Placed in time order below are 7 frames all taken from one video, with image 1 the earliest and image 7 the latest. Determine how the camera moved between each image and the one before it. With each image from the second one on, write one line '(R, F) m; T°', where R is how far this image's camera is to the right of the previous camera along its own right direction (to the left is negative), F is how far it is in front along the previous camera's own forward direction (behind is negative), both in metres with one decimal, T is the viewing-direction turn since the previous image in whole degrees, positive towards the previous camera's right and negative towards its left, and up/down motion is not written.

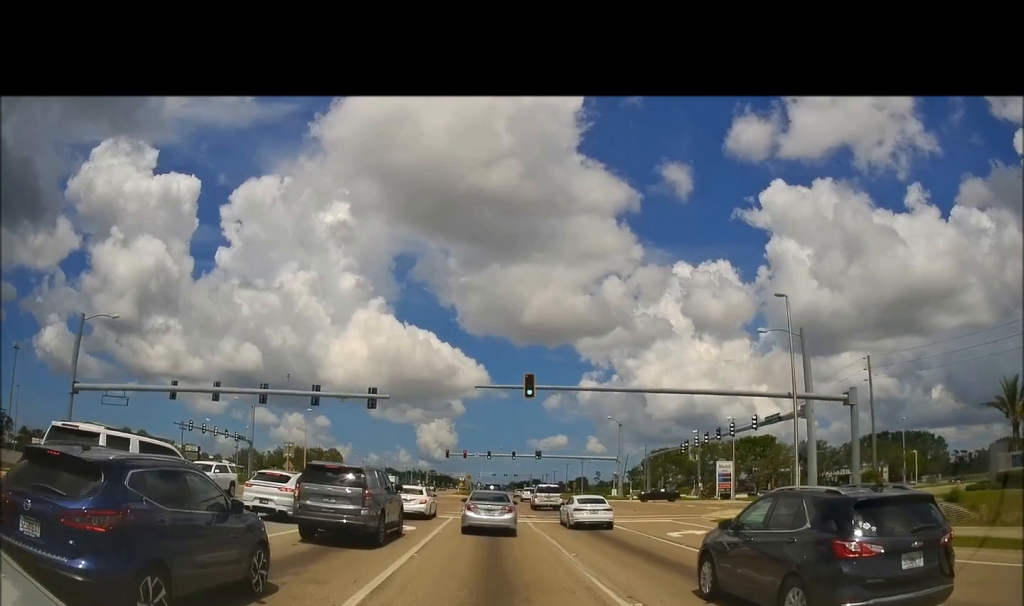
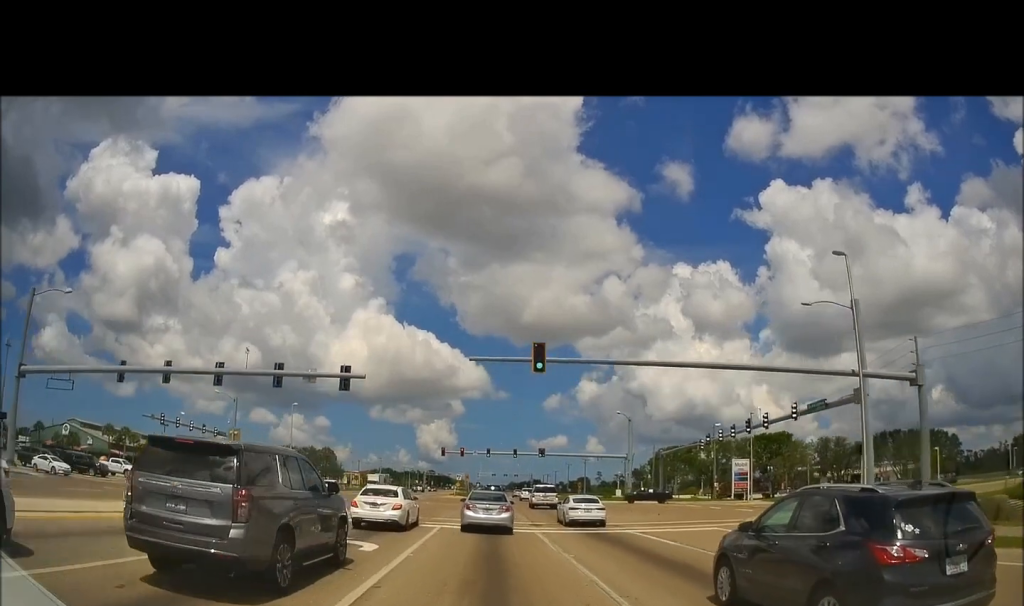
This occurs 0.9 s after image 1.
(0.0, +5.4) m; 0°
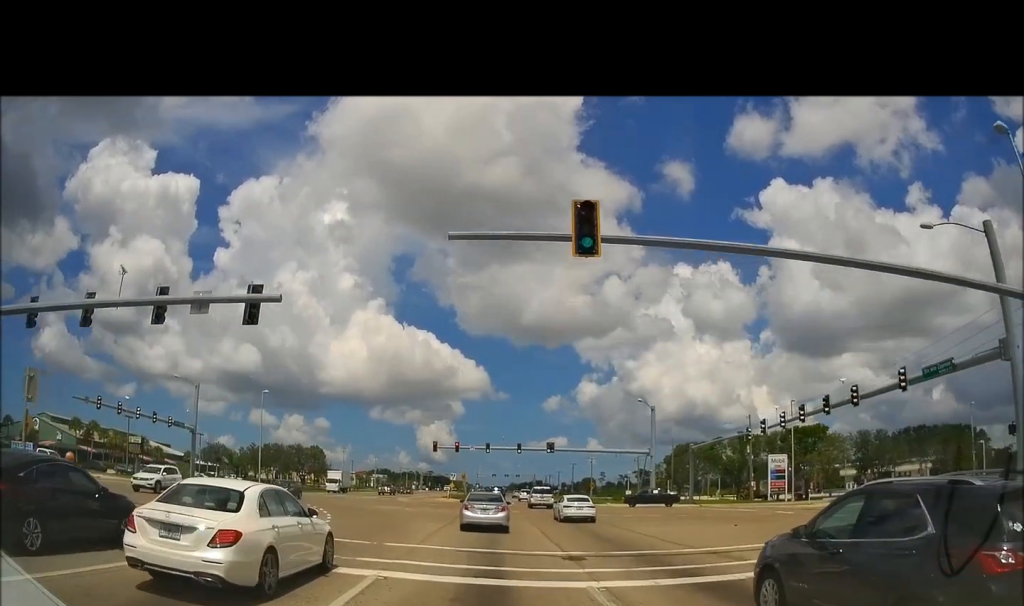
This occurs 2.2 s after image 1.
(0.0, +9.9) m; 0°
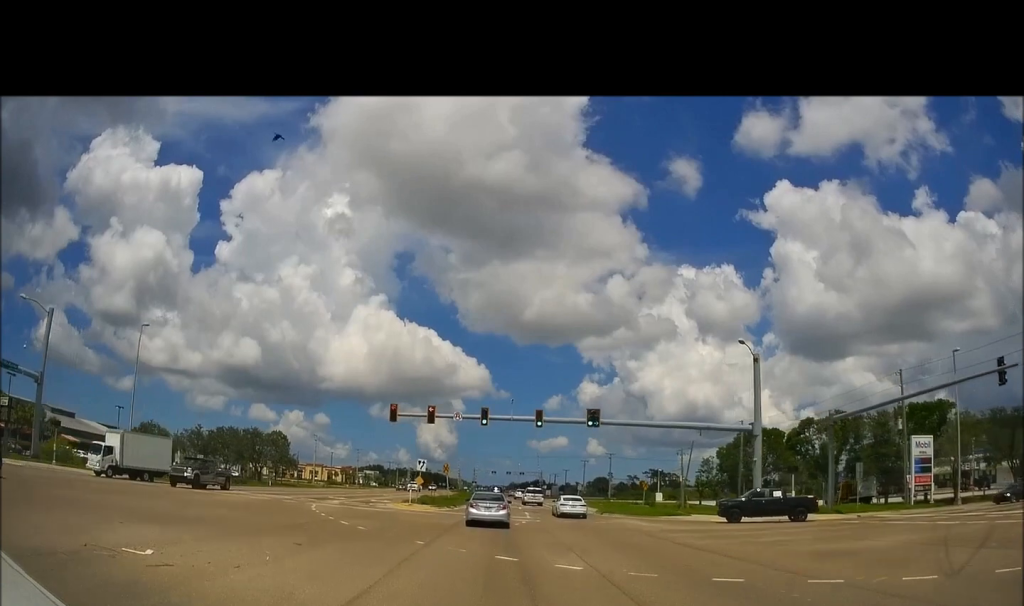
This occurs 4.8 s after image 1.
(0.0, +21.9) m; 0°
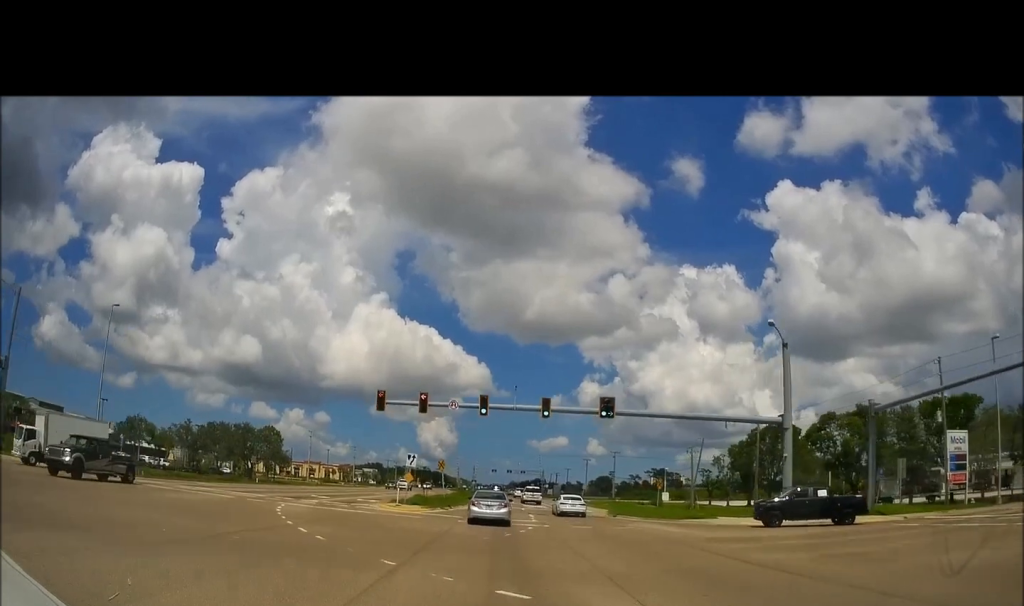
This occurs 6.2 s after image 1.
(0.0, +12.5) m; 0°
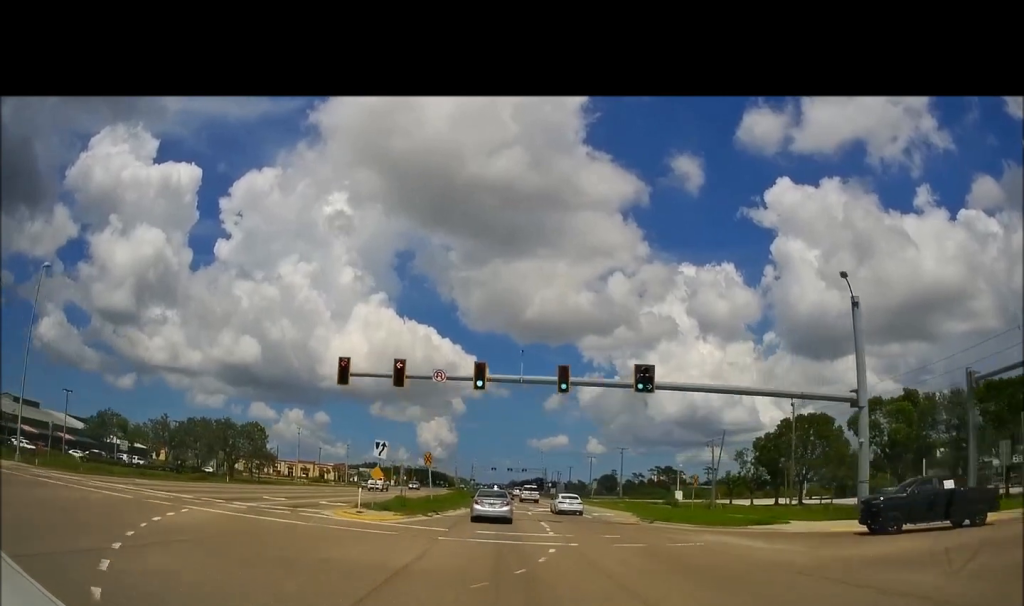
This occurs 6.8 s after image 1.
(0.0, +7.6) m; 0°
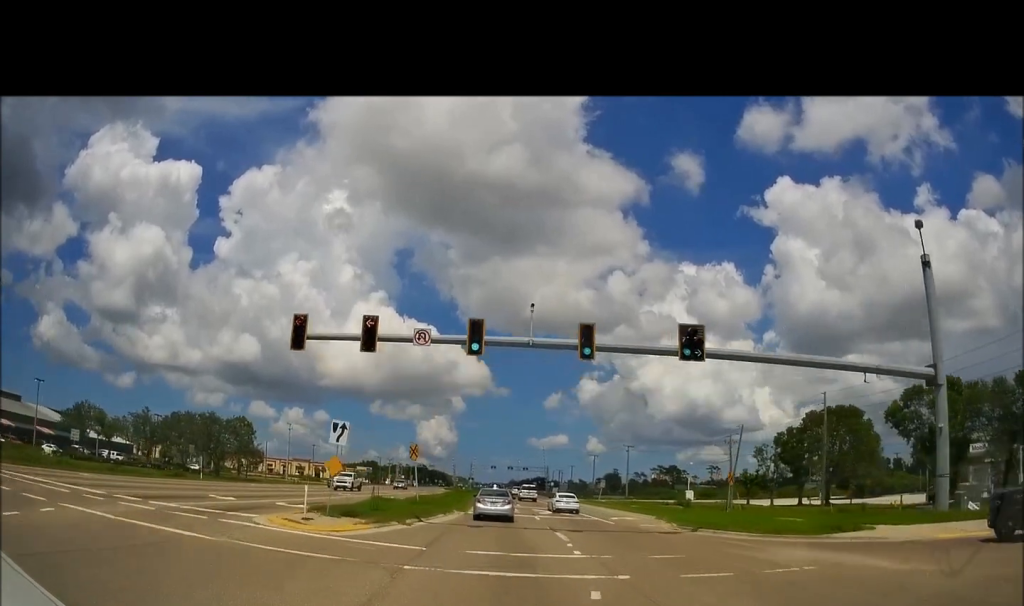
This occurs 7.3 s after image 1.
(0.0, +5.8) m; 0°
